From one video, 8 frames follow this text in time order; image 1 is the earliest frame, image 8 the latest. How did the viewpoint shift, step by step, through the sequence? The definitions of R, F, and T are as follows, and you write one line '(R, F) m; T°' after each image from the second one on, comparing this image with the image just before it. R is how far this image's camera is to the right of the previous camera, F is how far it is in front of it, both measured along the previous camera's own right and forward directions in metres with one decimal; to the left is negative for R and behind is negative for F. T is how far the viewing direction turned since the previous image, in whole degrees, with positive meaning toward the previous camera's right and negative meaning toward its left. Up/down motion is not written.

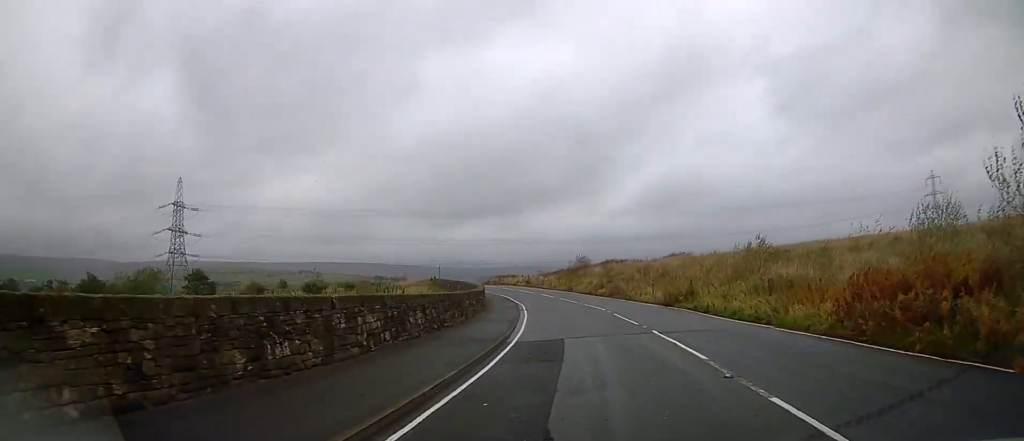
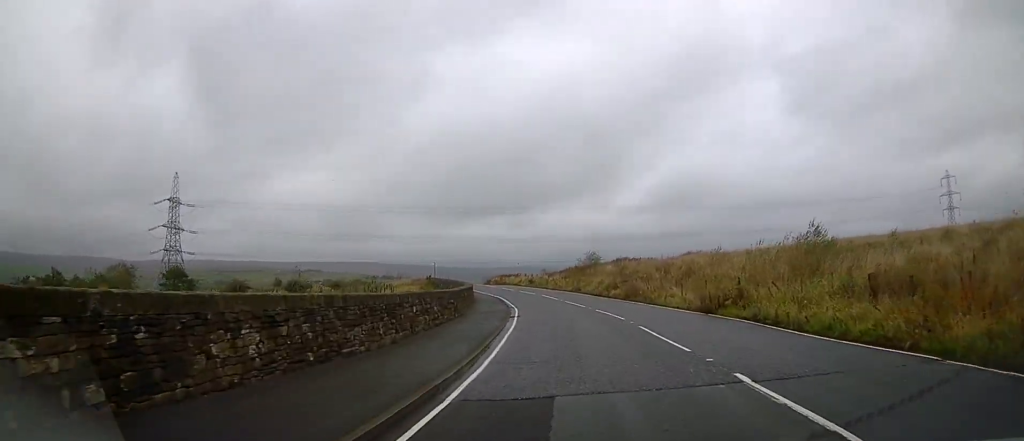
(+0.2, +7.7) m; -1°
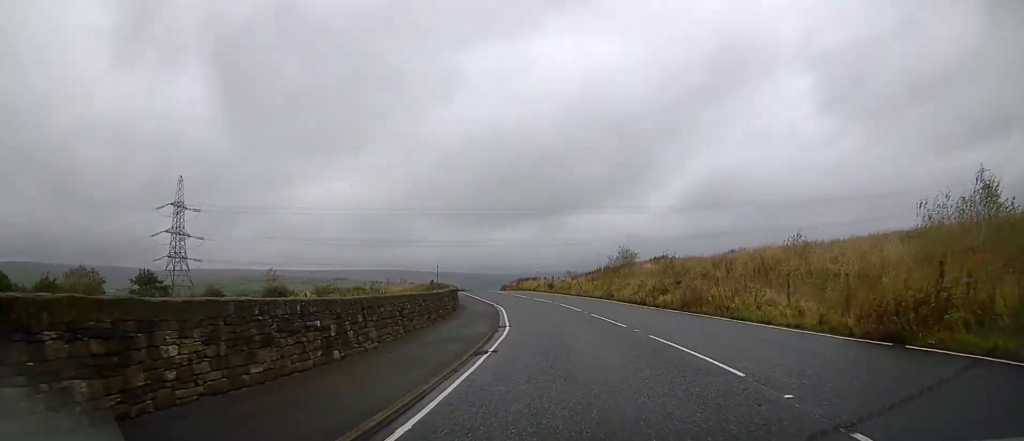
(-0.5, +12.3) m; -3°
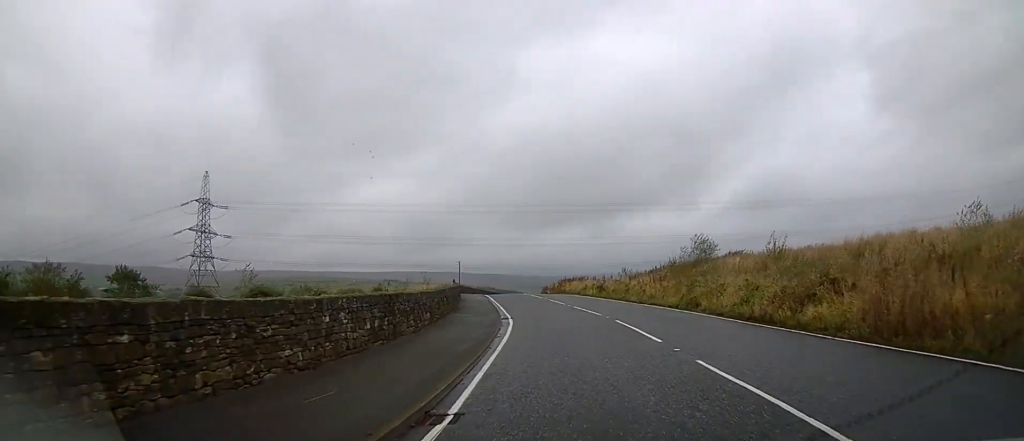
(-0.4, +13.3) m; -4°
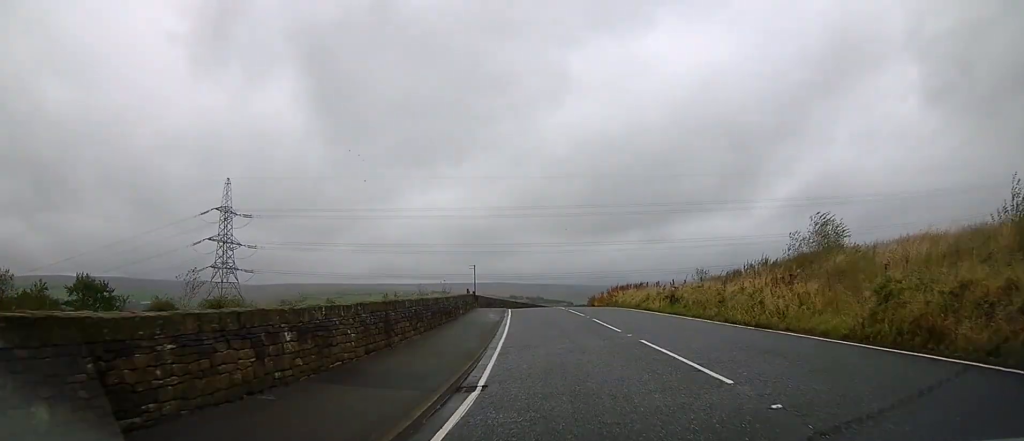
(-0.4, +13.4) m; -5°
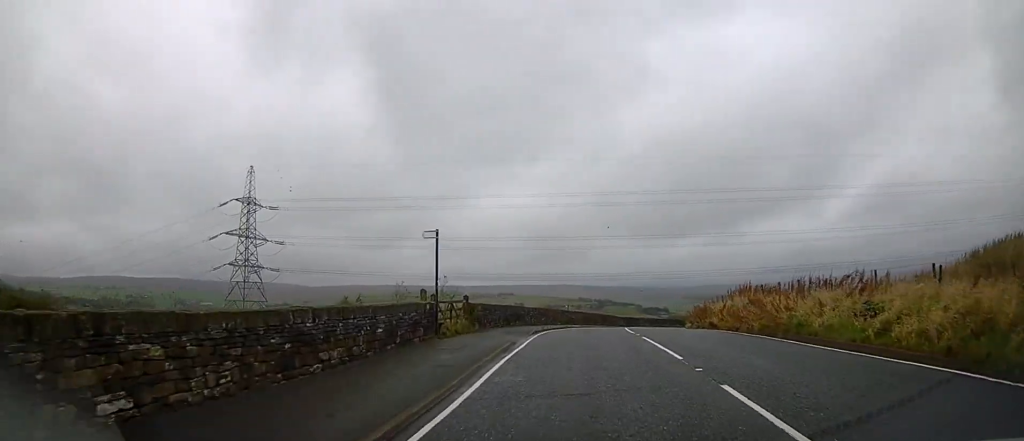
(-2.0, +23.3) m; -7°
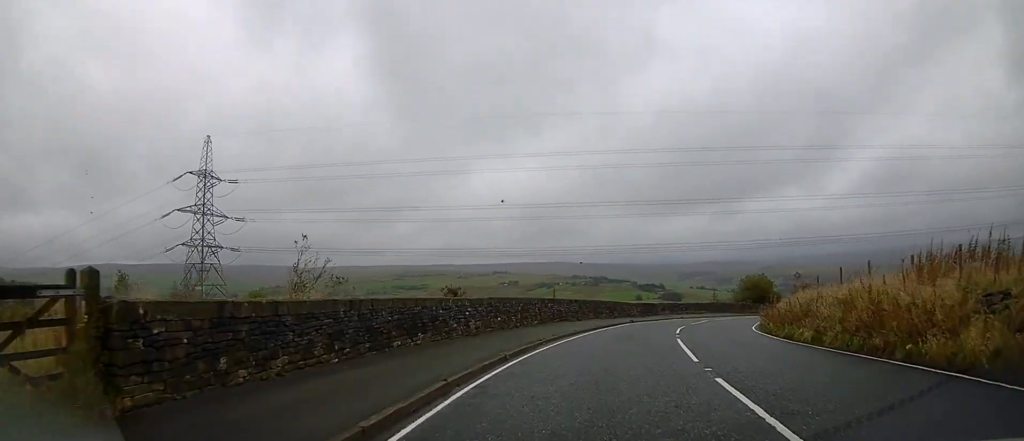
(-0.3, +17.4) m; +1°
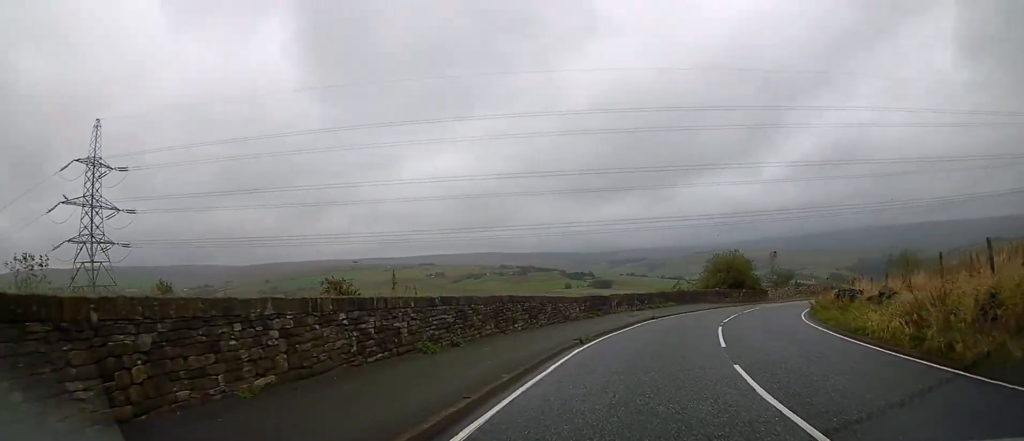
(+0.7, +16.9) m; +5°
